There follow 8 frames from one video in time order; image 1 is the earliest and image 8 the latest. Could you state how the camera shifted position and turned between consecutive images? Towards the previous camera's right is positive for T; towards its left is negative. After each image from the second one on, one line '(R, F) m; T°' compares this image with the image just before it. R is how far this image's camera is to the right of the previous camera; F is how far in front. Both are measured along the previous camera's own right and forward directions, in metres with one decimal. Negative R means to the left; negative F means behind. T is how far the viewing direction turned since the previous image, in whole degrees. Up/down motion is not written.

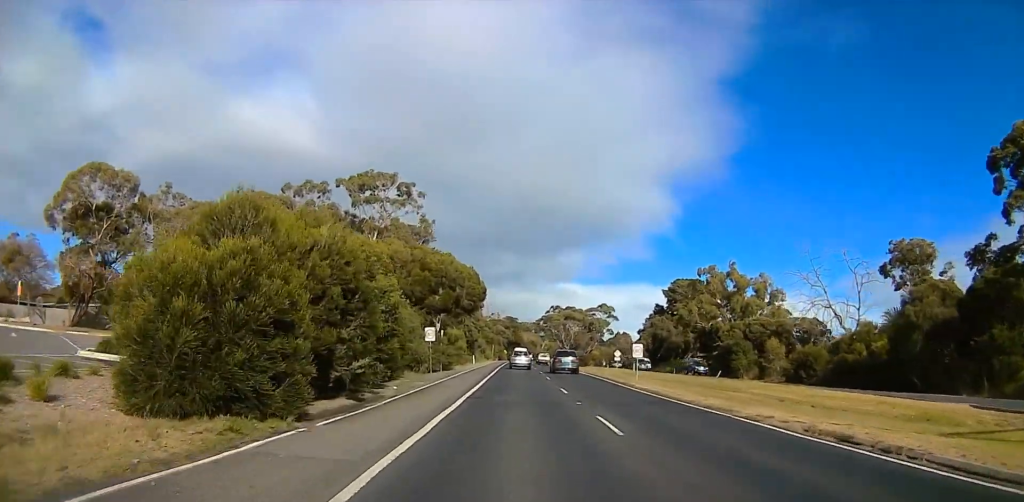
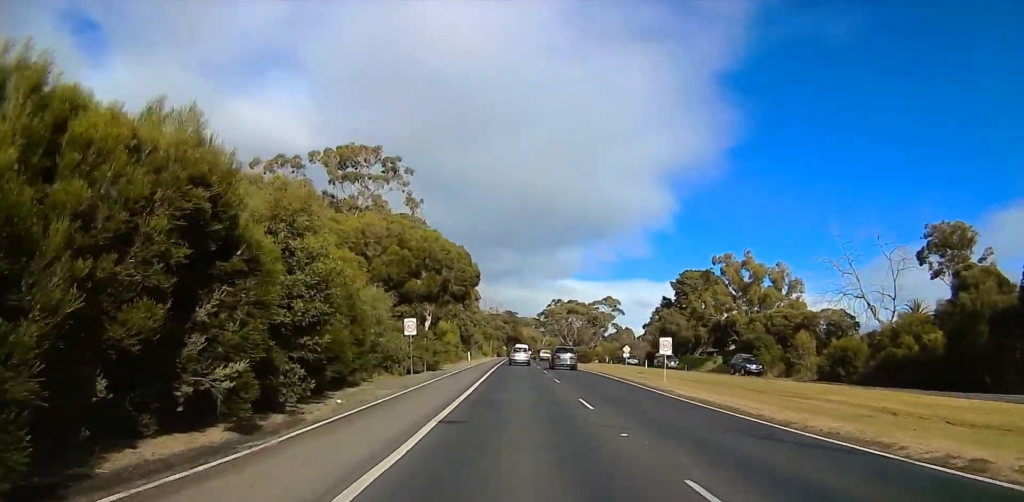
(-0.1, +7.3) m; +1°
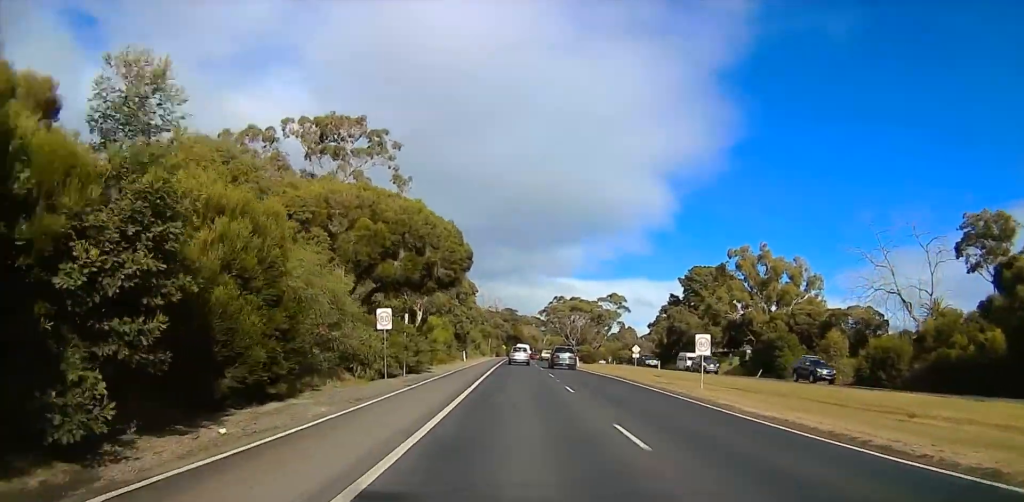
(+0.1, +7.1) m; +1°
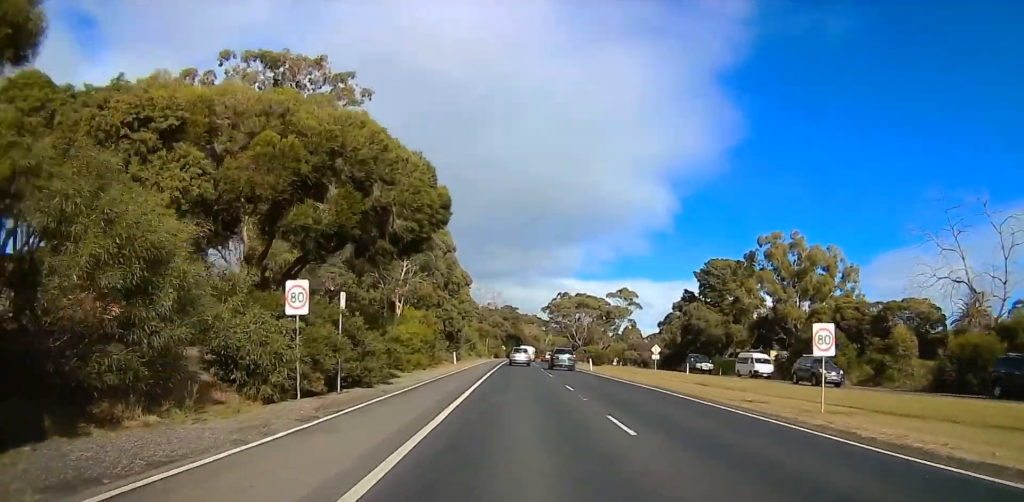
(+0.2, +11.6) m; +1°
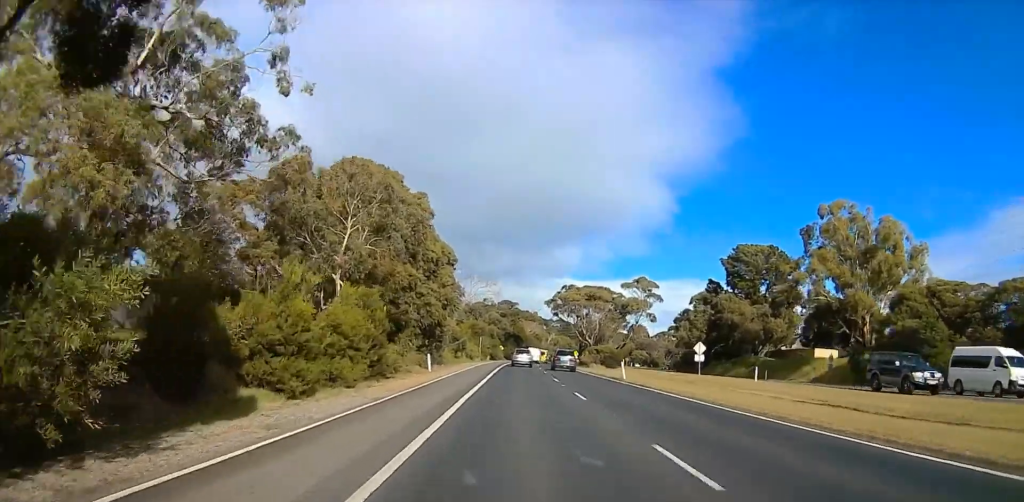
(0.0, +16.9) m; 0°
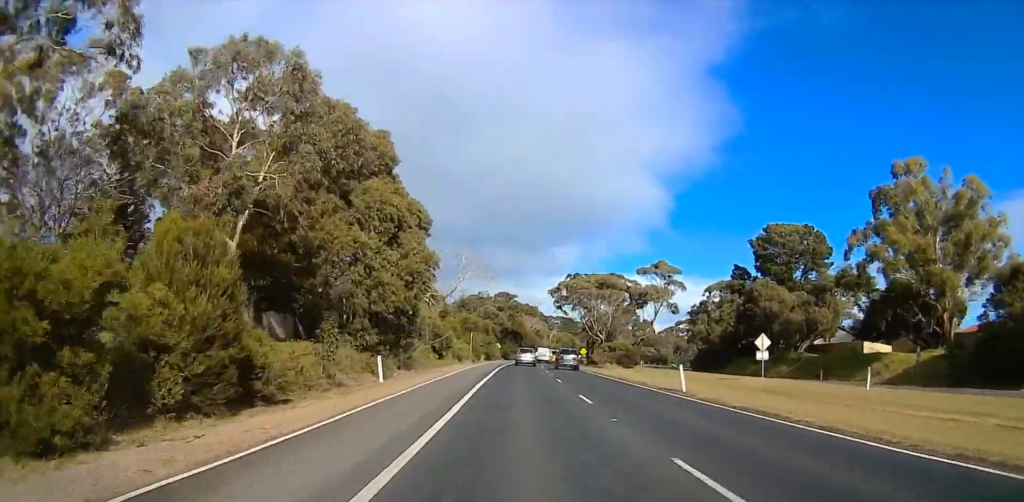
(0.0, +14.8) m; 0°
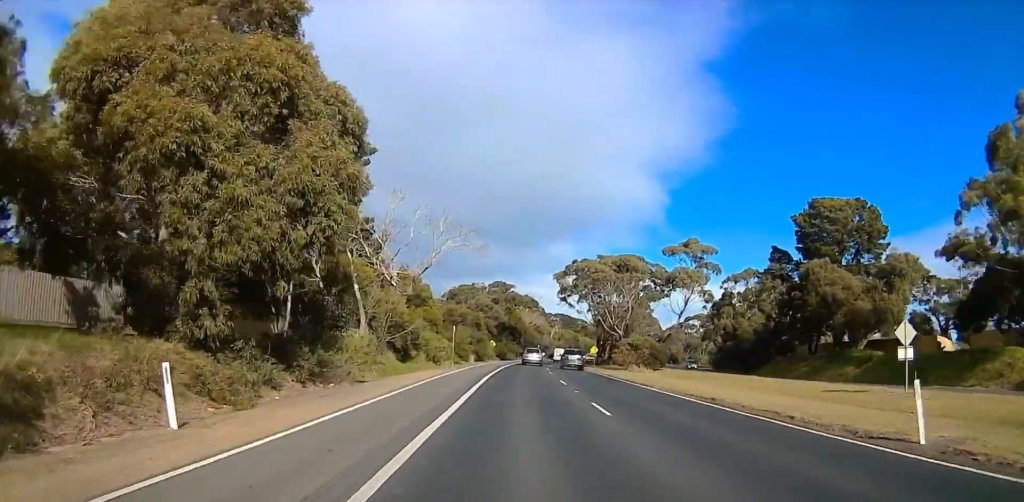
(0.0, +16.1) m; -1°
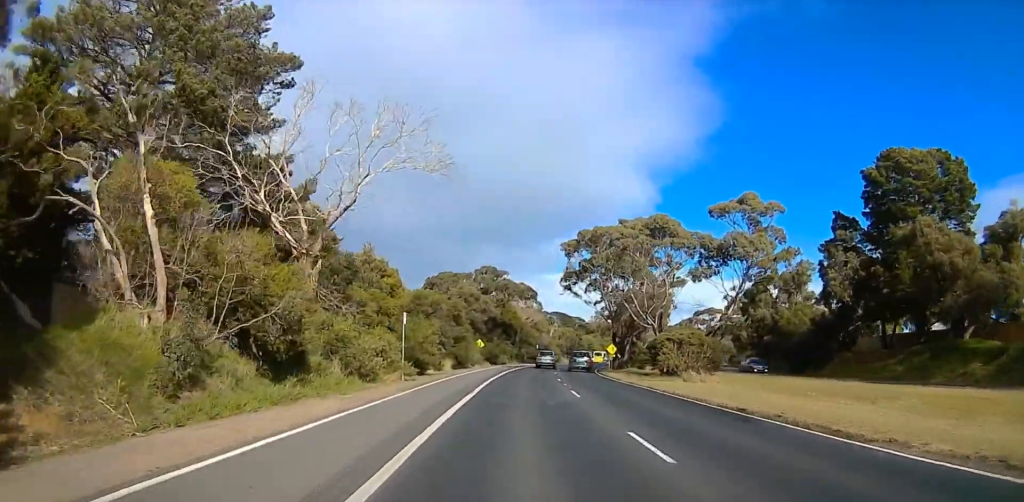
(-0.7, +19.9) m; -3°
